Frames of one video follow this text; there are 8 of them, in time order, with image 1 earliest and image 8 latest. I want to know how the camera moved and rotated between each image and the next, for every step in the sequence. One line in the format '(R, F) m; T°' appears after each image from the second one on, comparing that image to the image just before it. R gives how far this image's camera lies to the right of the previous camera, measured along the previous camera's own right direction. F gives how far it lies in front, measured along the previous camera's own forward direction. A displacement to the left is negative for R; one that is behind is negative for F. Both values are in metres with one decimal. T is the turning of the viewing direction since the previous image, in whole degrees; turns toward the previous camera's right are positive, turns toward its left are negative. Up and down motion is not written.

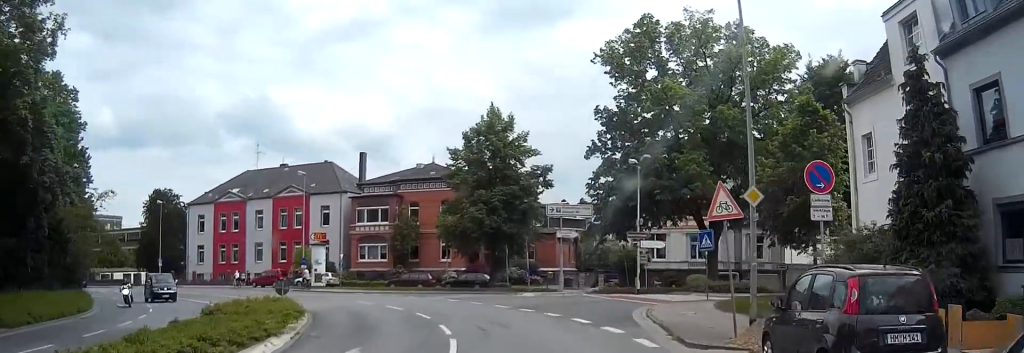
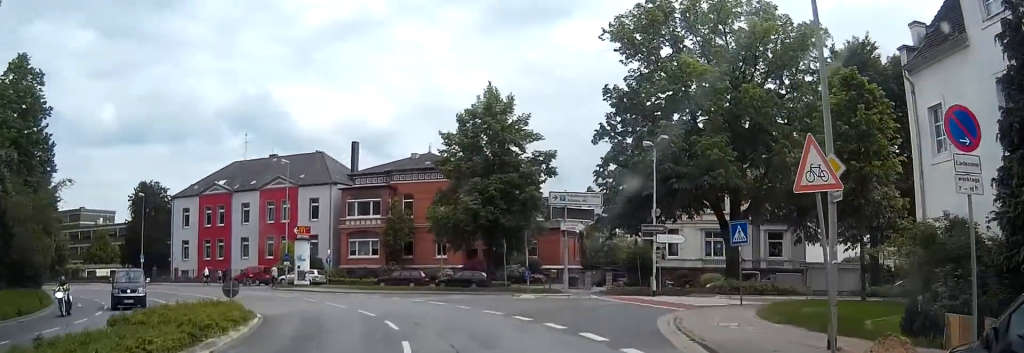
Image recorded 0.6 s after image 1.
(0.0, +5.3) m; 0°
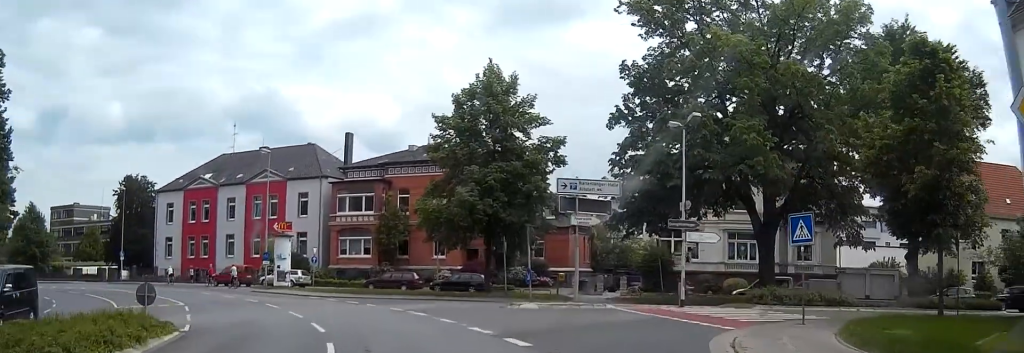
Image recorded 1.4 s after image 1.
(0.0, +6.2) m; 0°
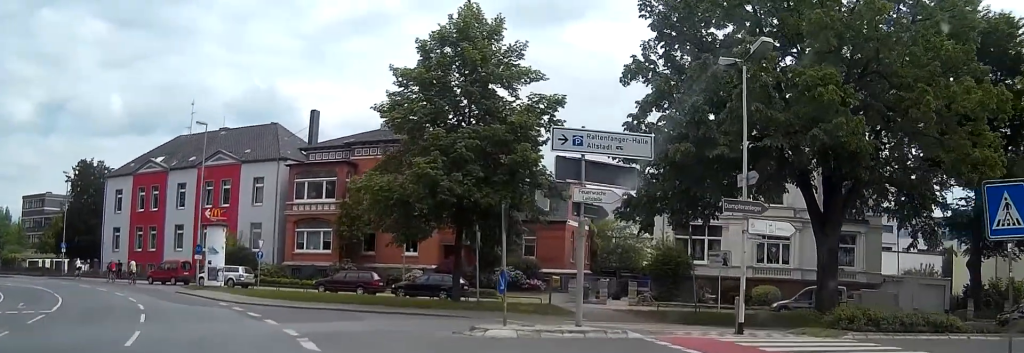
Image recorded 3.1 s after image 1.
(-0.1, +10.6) m; +6°
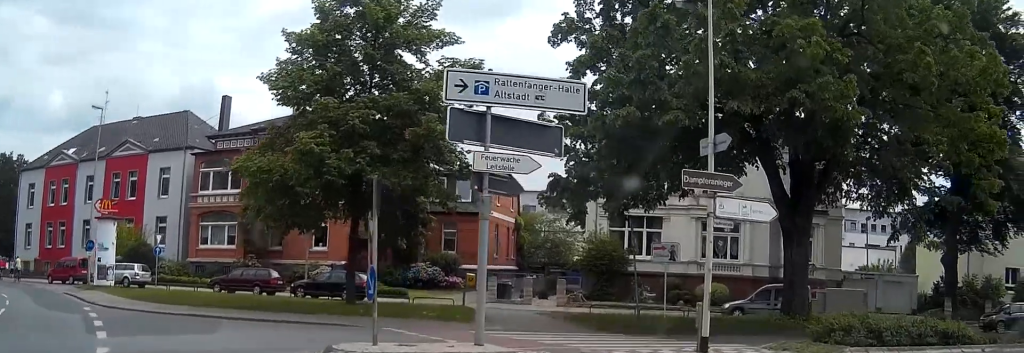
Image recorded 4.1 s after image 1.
(+0.5, +4.8) m; +9°
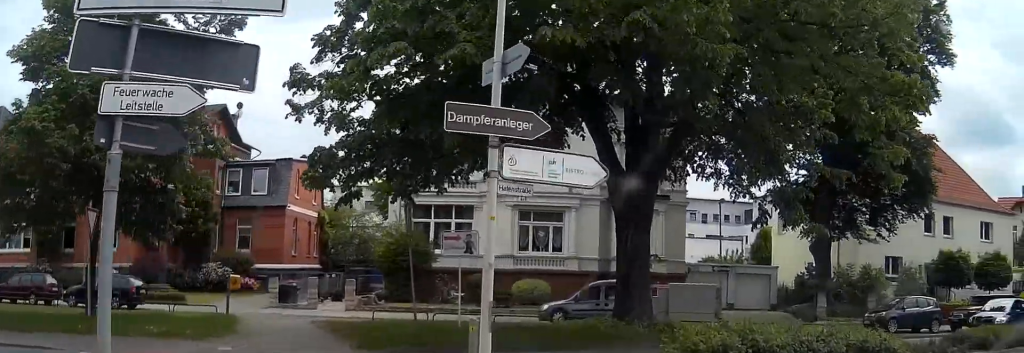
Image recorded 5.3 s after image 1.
(+0.3, +5.2) m; +14°
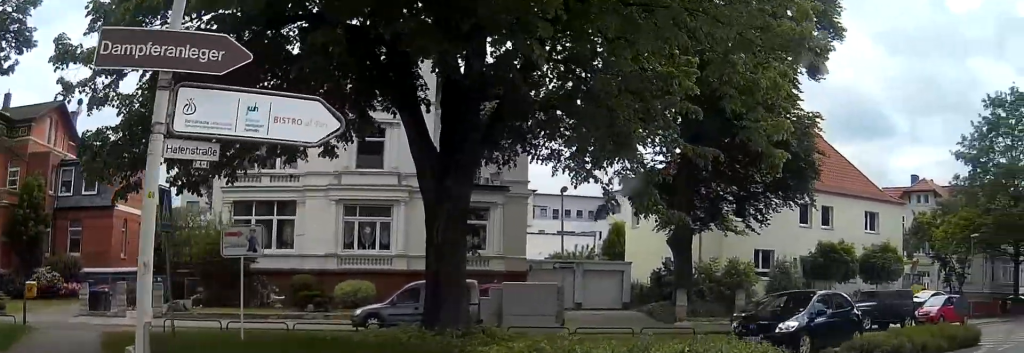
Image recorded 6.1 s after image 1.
(+0.6, +3.0) m; +20°
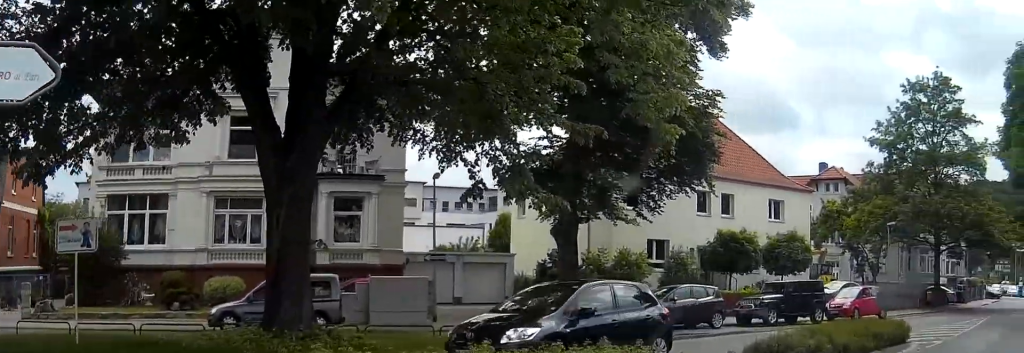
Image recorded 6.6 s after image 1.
(+0.2, +1.8) m; +12°
